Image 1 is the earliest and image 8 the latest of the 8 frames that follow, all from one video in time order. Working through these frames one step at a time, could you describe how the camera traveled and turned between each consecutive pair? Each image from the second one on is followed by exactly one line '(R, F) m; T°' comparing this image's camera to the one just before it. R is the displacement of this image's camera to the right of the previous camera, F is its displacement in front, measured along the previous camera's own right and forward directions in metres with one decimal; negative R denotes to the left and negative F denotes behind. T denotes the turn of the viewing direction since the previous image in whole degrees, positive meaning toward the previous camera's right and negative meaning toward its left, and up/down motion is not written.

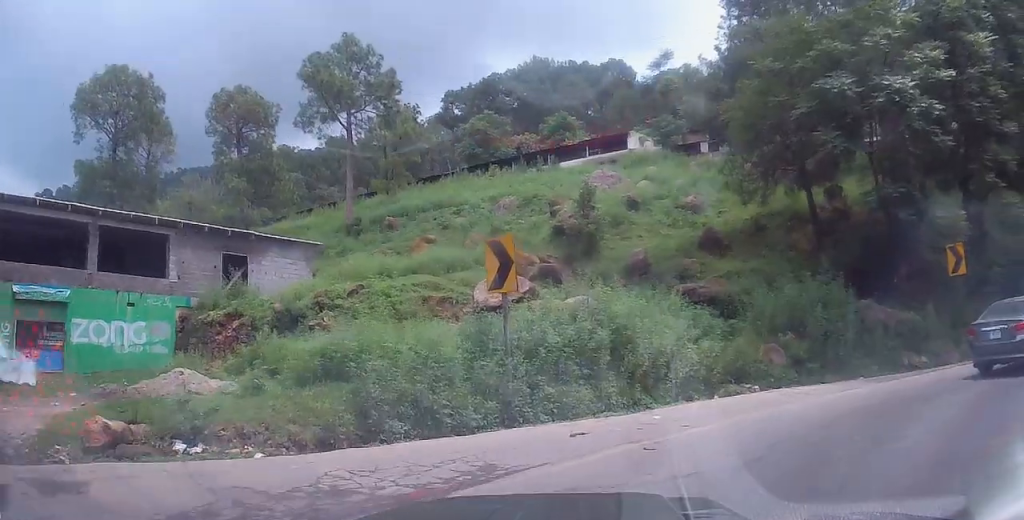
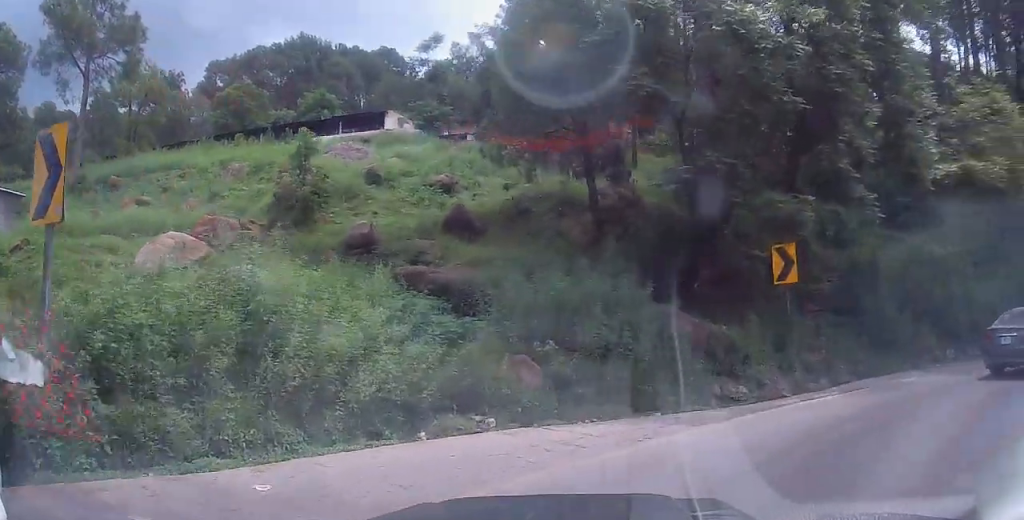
(+0.7, +4.6) m; +25°
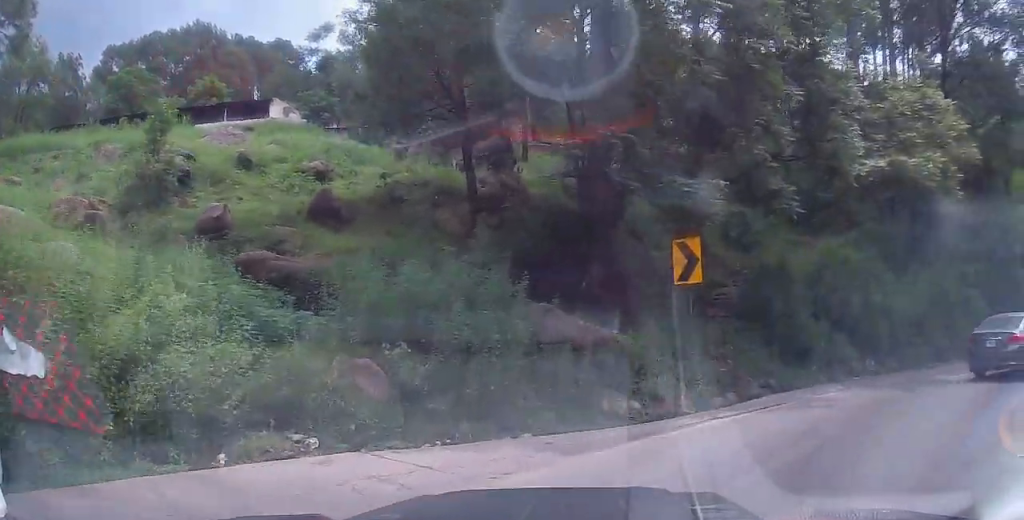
(0.0, +1.8) m; +10°
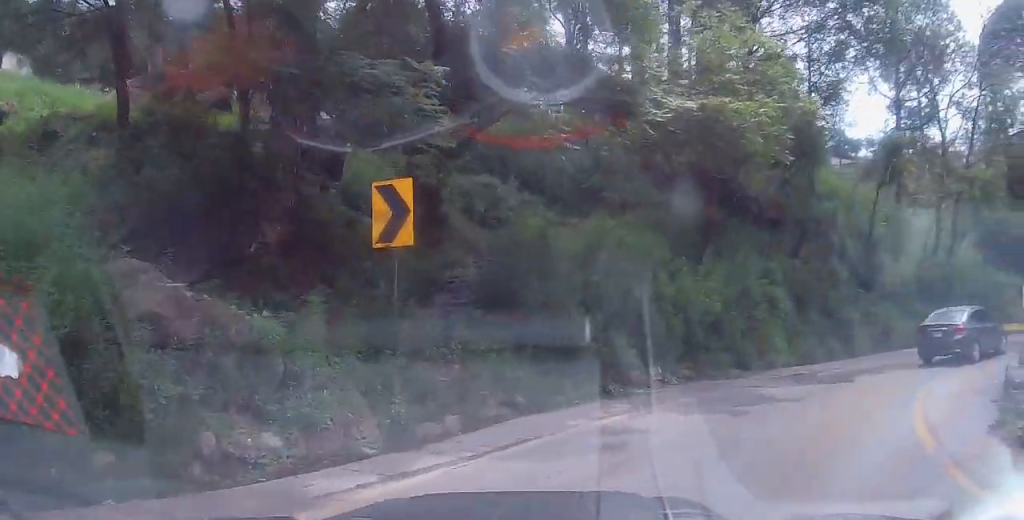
(+1.2, +4.6) m; +17°
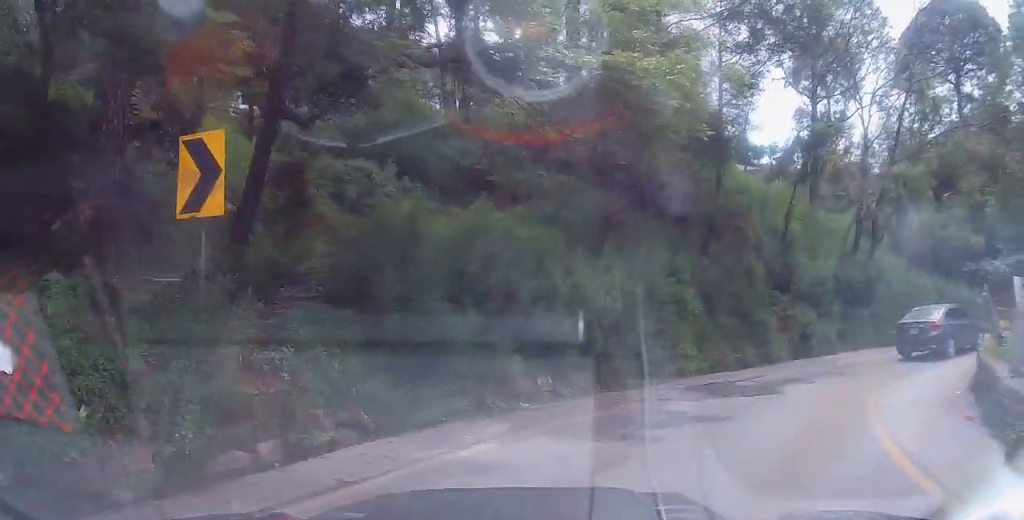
(-0.1, +2.2) m; +5°
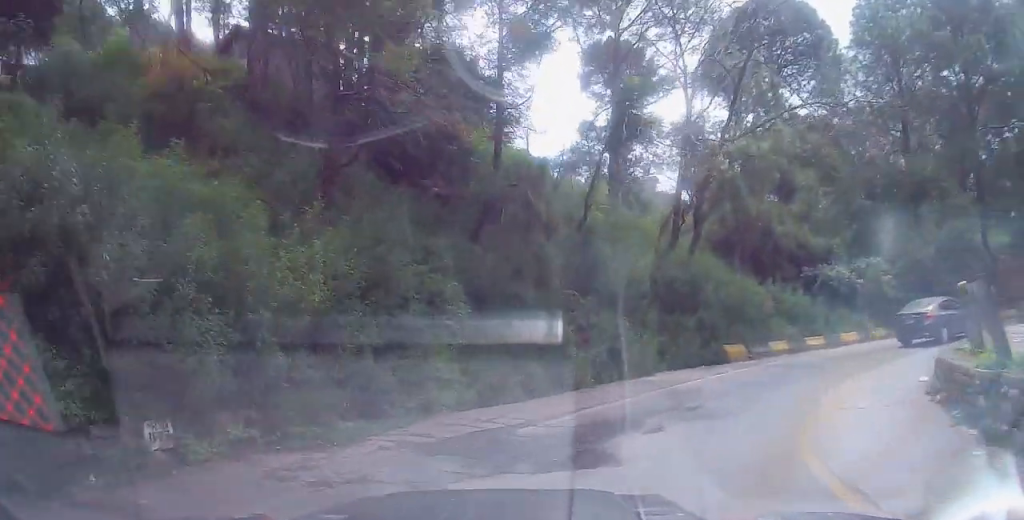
(+0.8, +5.6) m; +17°
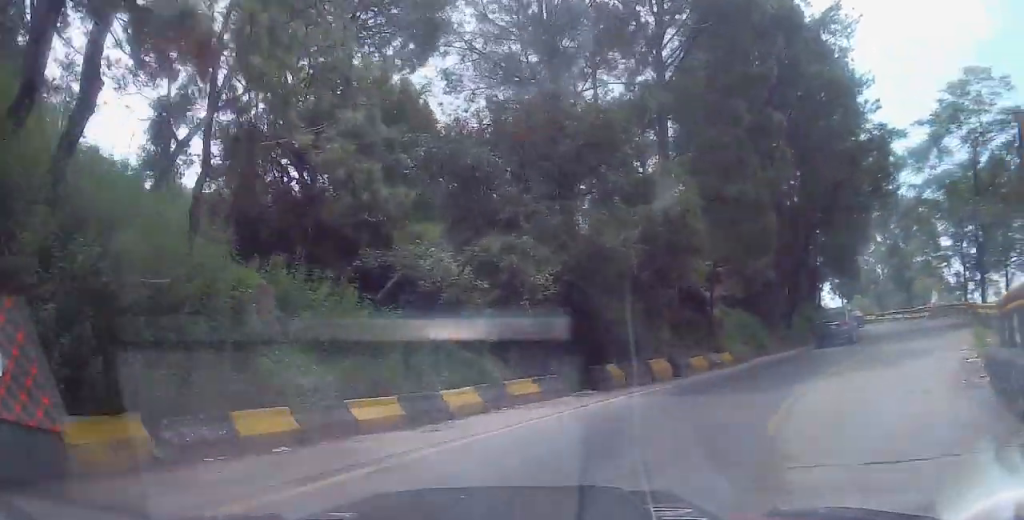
(+3.5, +13.3) m; +33°
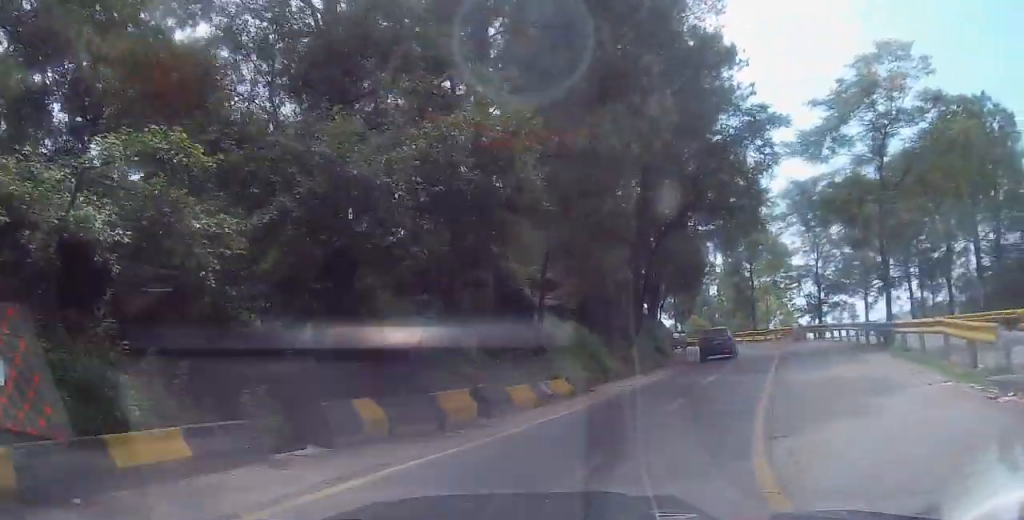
(+1.1, +6.5) m; +18°
